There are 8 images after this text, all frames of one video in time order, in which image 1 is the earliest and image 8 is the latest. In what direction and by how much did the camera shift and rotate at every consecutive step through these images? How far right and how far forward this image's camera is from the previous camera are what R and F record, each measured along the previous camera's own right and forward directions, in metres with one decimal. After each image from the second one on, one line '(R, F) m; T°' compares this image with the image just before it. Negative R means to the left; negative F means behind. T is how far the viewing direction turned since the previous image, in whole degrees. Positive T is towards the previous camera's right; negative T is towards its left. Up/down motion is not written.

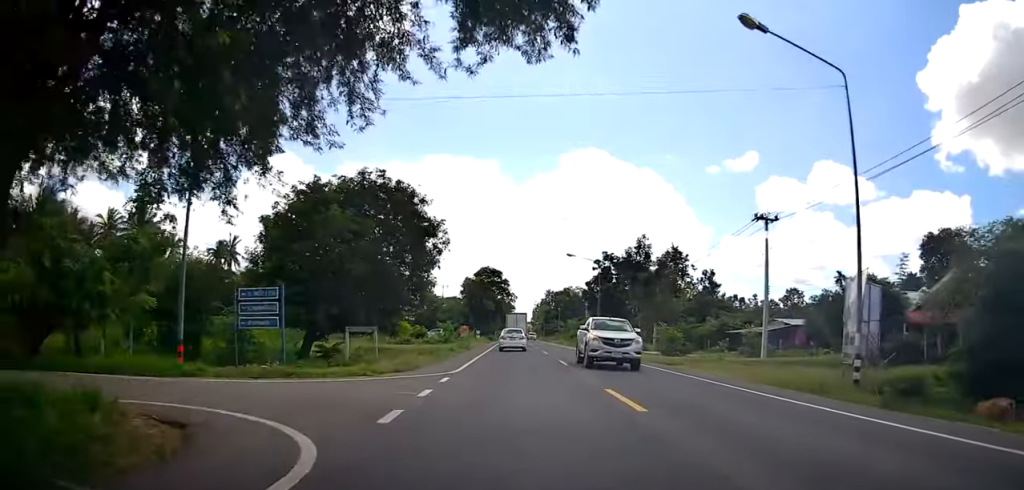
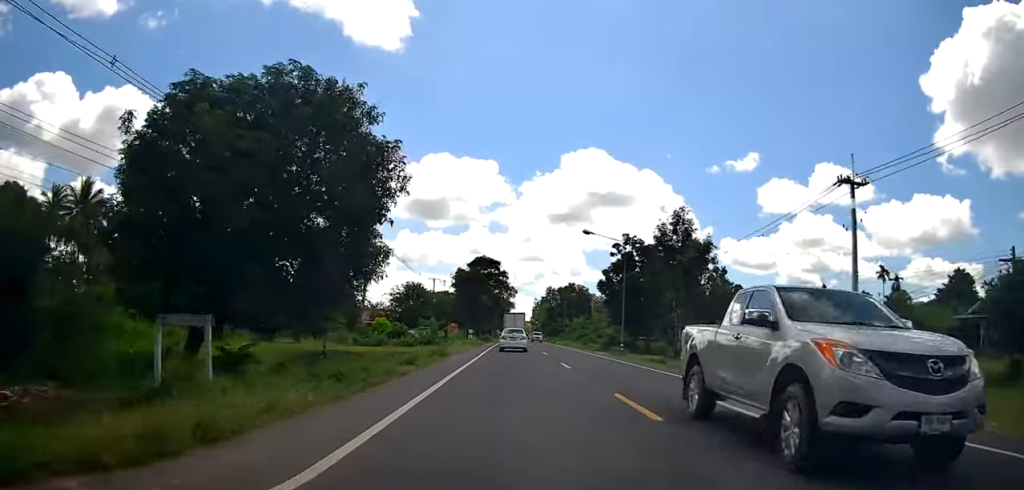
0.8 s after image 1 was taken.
(0.0, +13.0) m; 0°
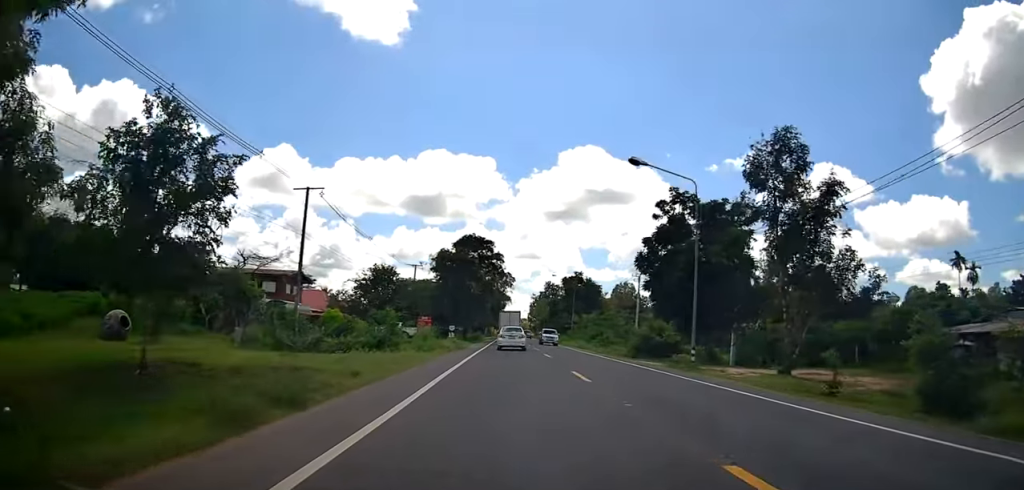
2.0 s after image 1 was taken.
(0.0, +17.9) m; 0°
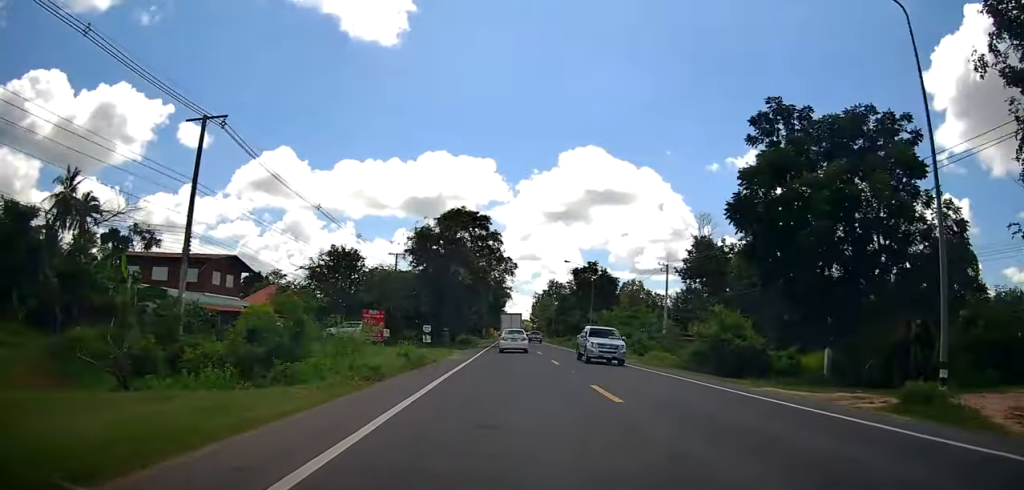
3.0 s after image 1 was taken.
(0.0, +16.1) m; 0°
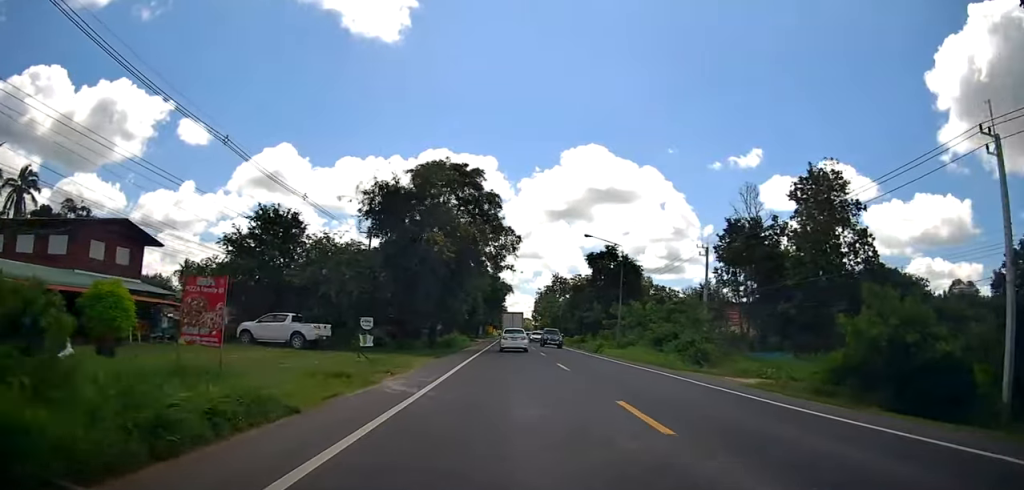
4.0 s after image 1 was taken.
(0.0, +15.3) m; 0°
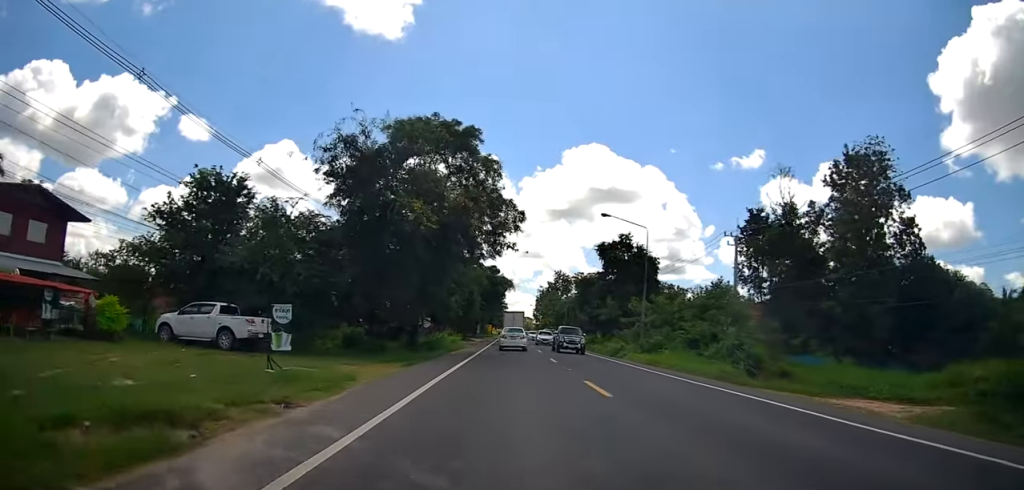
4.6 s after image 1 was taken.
(0.0, +7.8) m; 0°
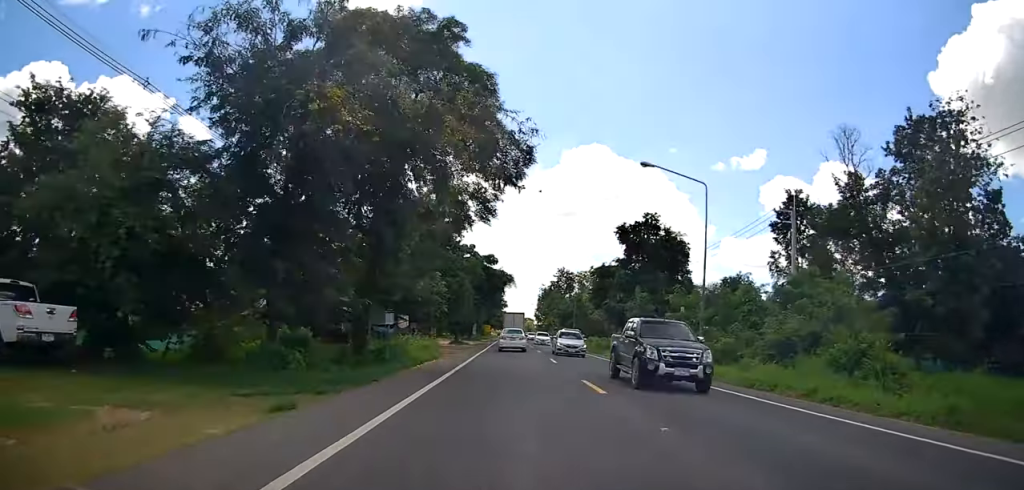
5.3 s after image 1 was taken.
(0.0, +11.4) m; 0°
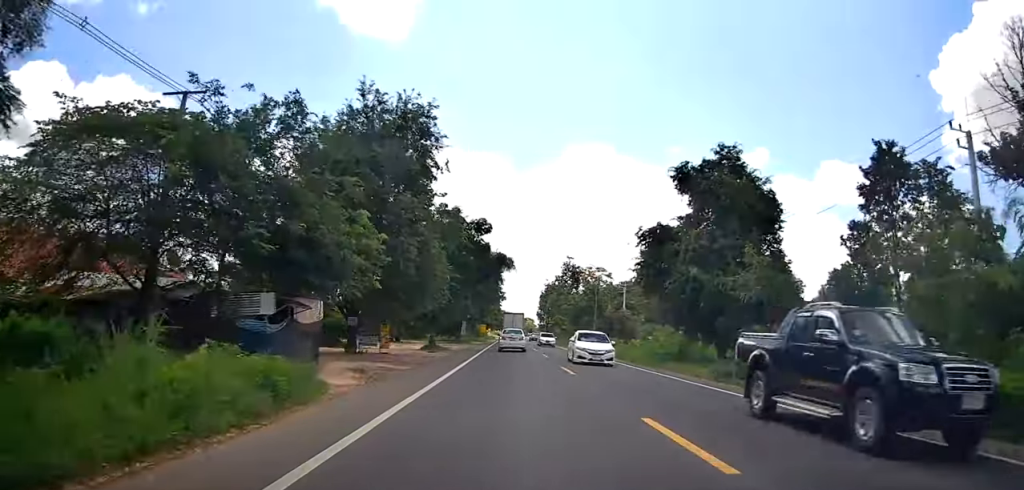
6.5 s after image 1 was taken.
(0.0, +18.6) m; 0°
